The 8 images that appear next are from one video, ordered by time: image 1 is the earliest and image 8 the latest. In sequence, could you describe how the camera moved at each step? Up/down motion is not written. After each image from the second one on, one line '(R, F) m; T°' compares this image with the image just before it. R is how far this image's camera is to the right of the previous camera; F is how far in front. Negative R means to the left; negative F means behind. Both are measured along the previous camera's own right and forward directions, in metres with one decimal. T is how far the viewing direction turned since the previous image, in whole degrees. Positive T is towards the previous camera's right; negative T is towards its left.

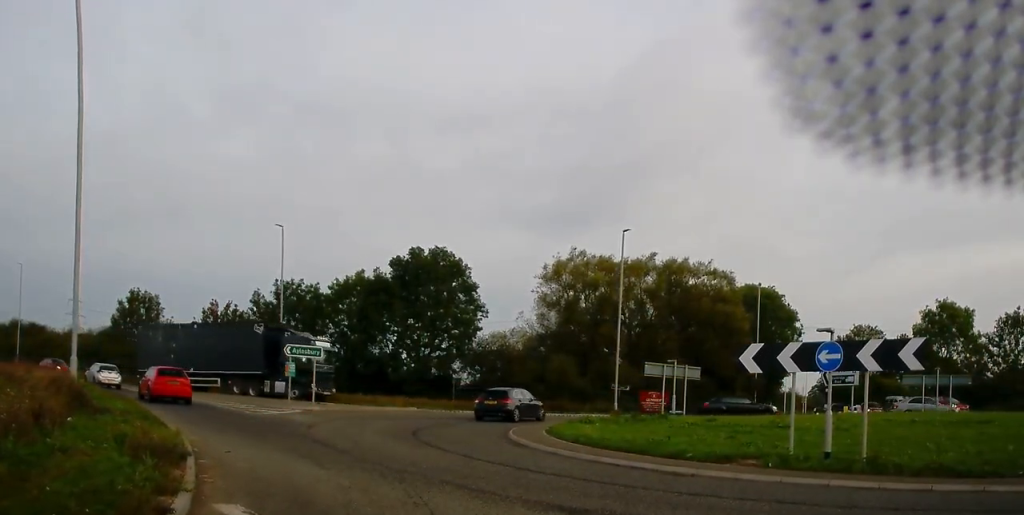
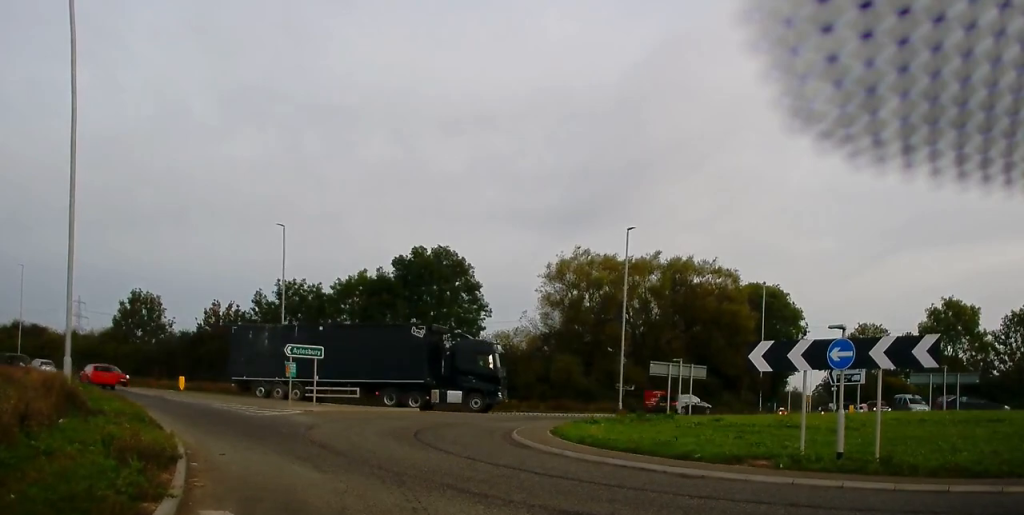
(0.0, 0.0) m; 0°
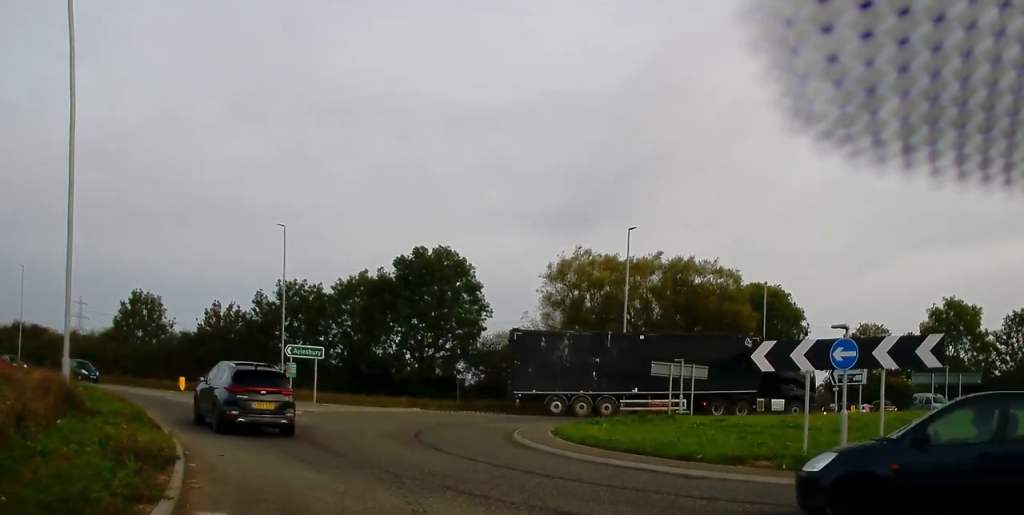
(0.0, 0.0) m; 0°
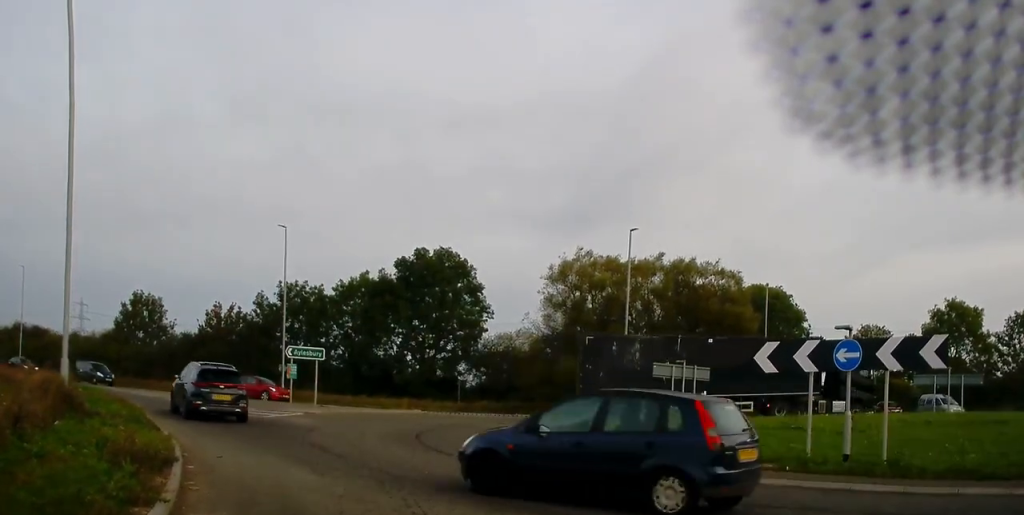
(-0.1, 0.0) m; 0°
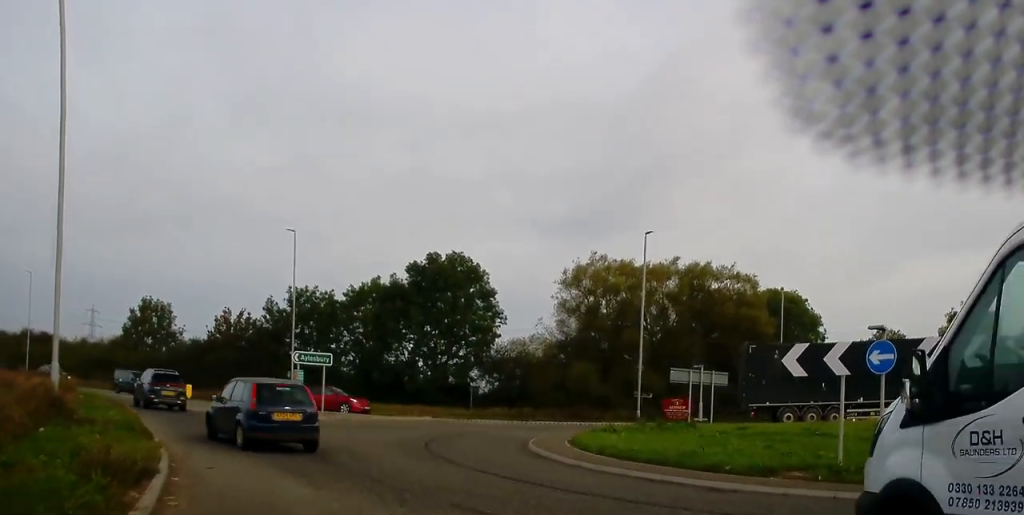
(-0.3, +0.2) m; 0°
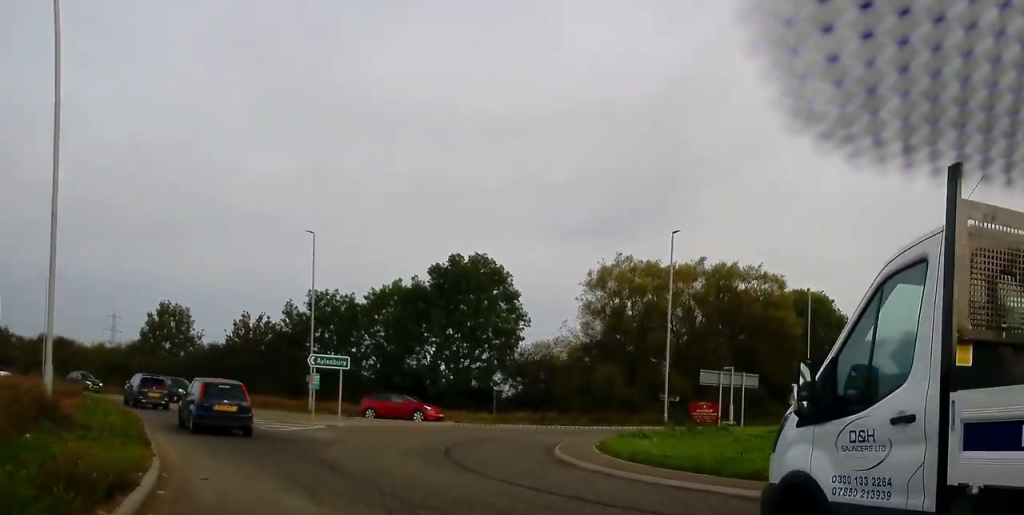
(0.0, +1.0) m; -2°
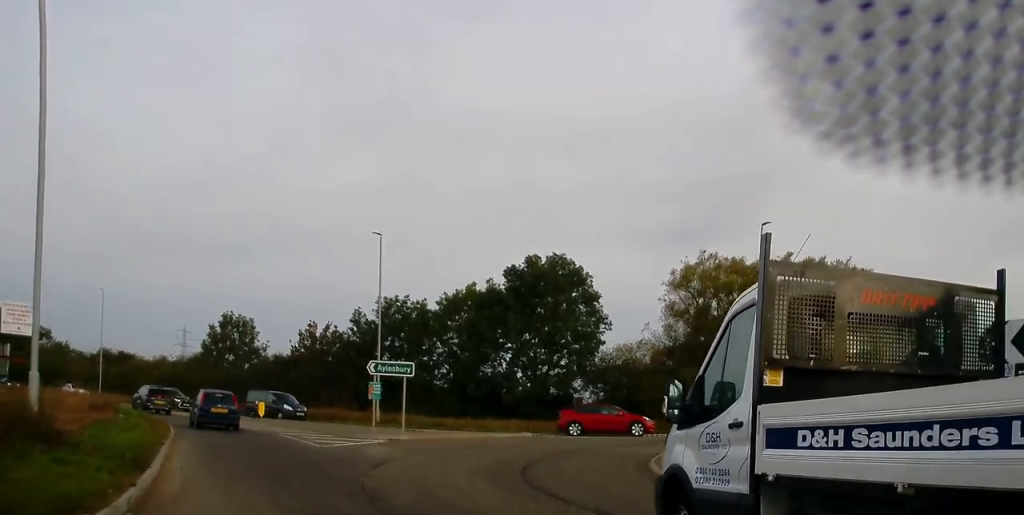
(-0.1, +2.4) m; -5°
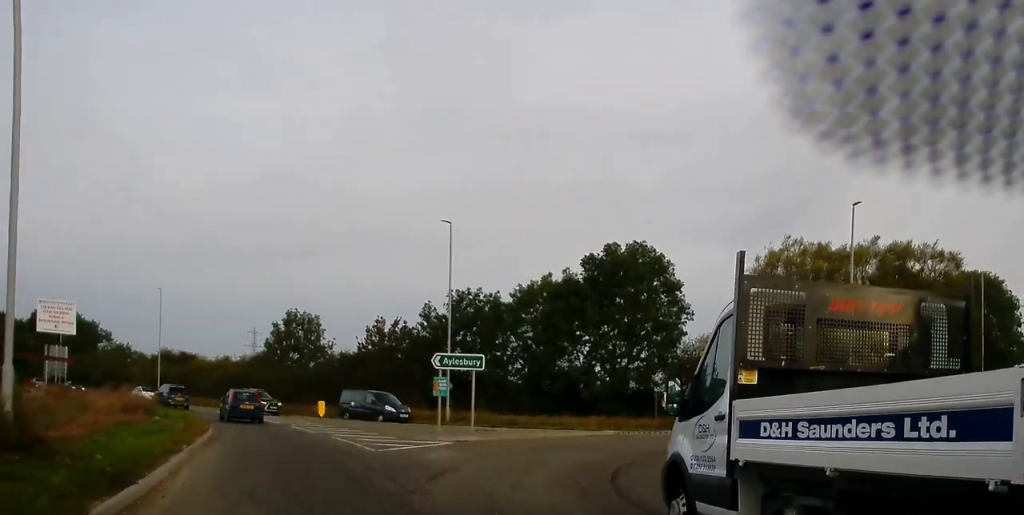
(0.0, +2.4) m; -4°
